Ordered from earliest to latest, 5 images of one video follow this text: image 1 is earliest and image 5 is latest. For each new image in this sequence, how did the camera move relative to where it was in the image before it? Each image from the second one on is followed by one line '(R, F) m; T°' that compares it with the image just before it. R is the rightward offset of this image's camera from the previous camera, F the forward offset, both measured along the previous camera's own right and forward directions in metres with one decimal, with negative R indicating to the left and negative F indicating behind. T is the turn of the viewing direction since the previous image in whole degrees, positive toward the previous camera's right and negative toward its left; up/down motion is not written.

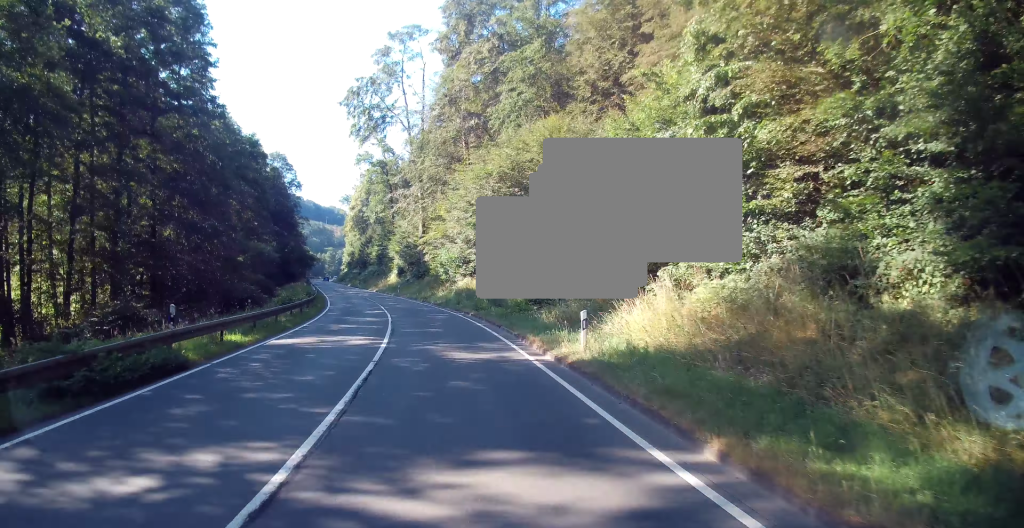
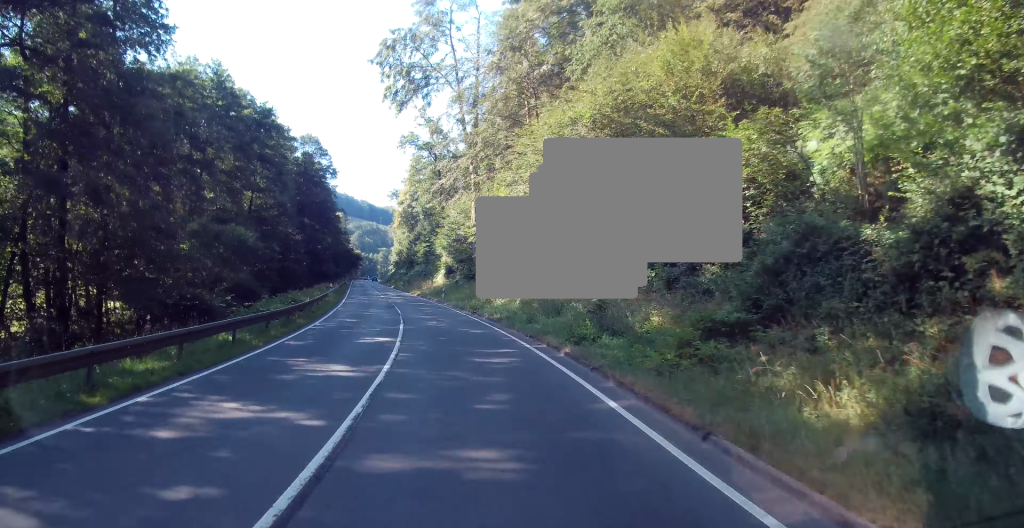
(-0.5, +15.9) m; -4°
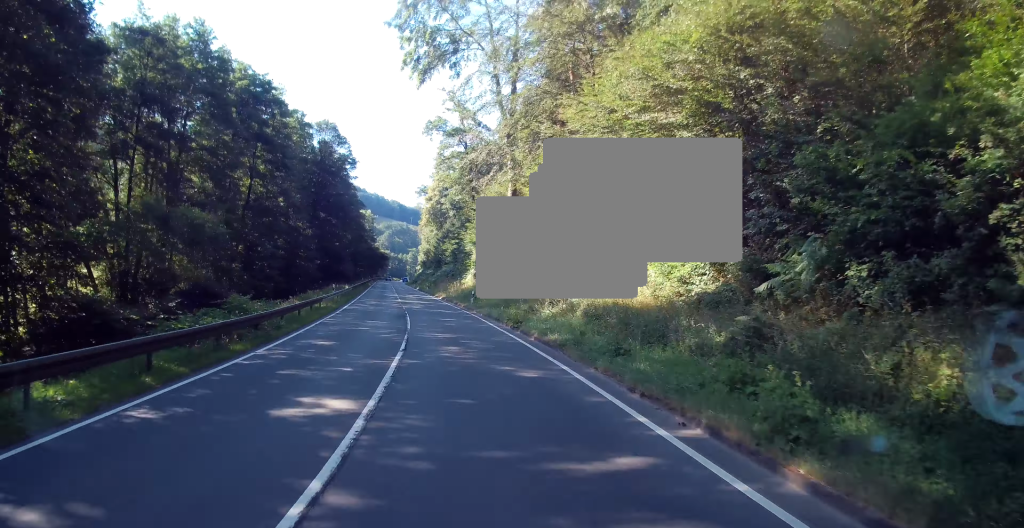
(-0.2, +10.2) m; -2°
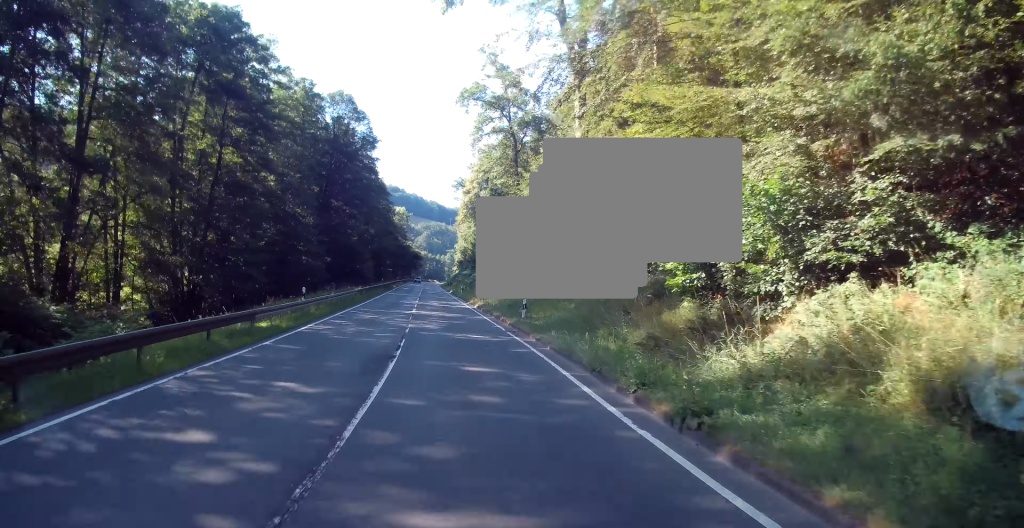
(-0.5, +15.5) m; -3°
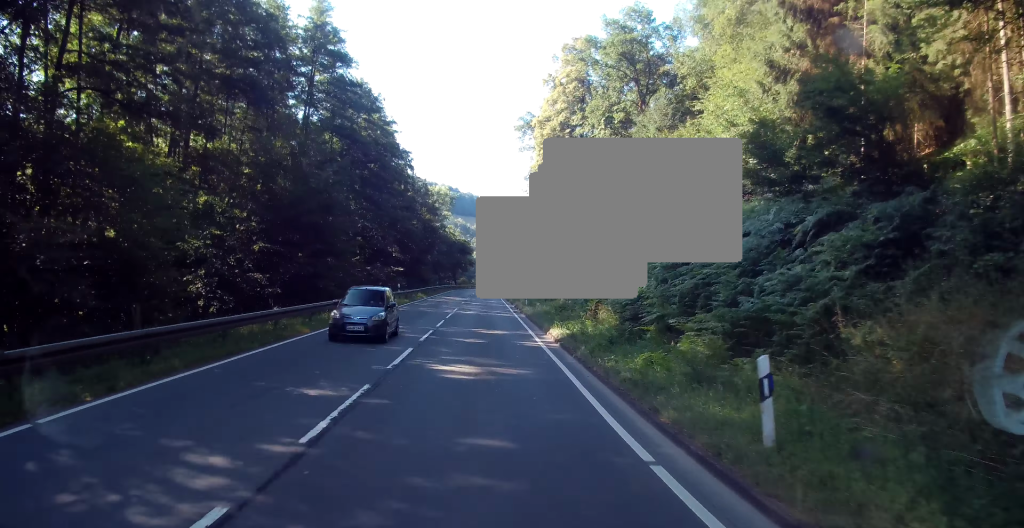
(-4.5, +64.8) m; -4°
